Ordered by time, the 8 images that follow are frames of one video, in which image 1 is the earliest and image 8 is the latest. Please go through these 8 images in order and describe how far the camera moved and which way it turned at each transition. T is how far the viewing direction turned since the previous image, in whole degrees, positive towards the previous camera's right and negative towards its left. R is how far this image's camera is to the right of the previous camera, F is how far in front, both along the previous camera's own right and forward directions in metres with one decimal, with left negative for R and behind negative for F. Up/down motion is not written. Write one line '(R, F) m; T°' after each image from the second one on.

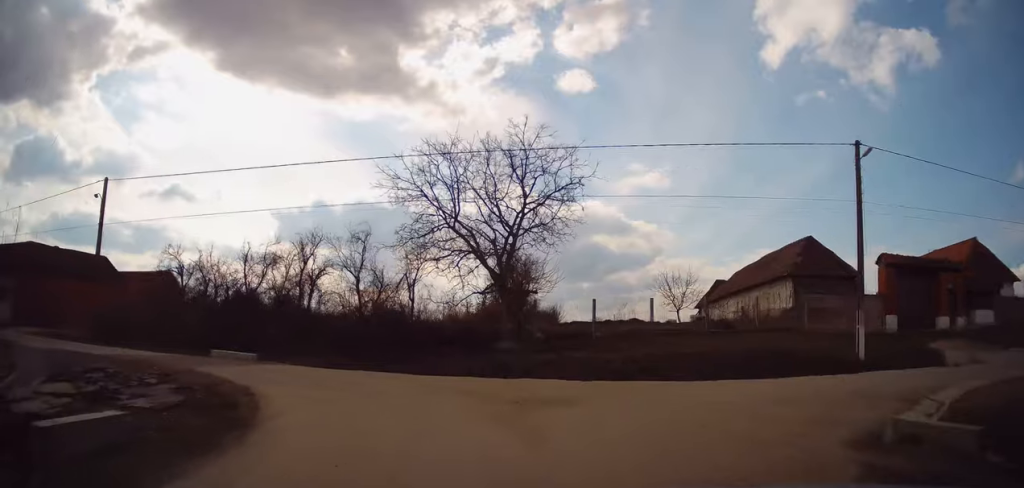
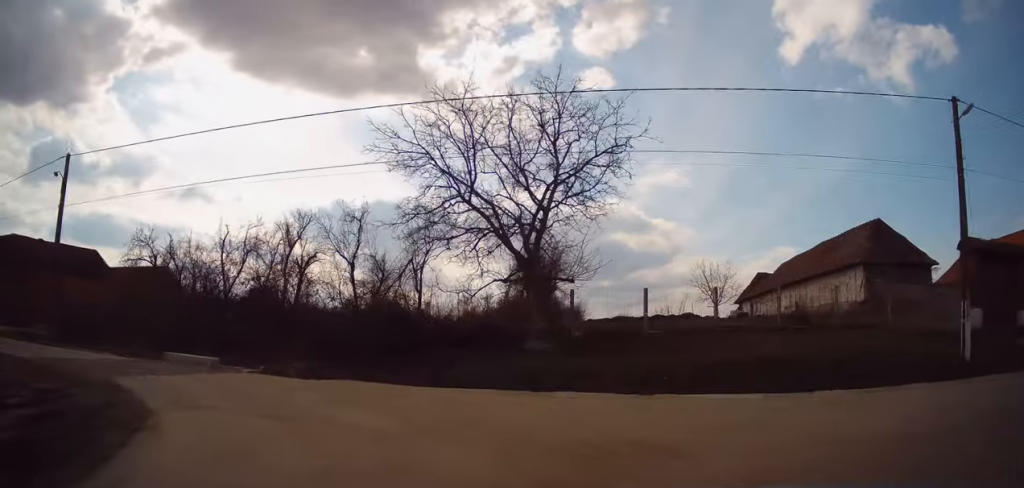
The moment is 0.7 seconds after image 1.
(+0.5, +5.9) m; -4°
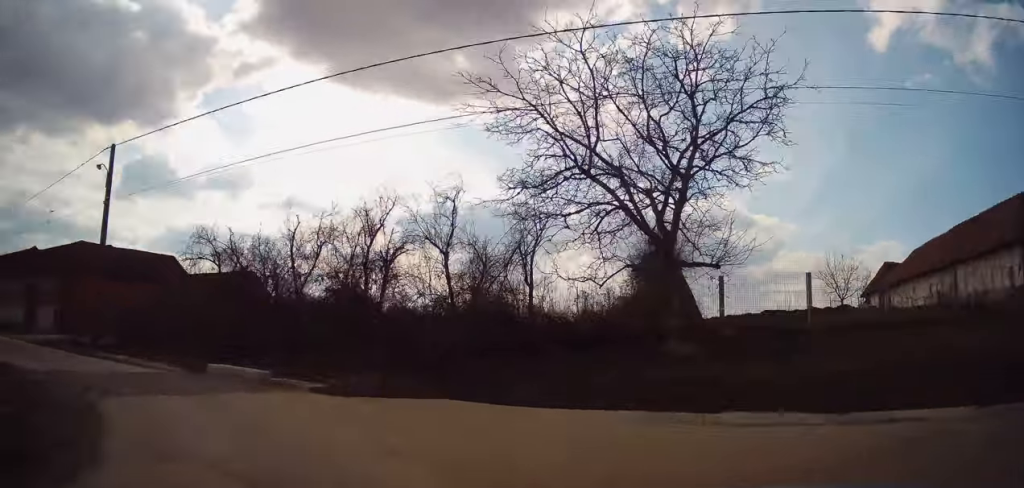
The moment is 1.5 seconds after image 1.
(-0.8, +4.3) m; -11°
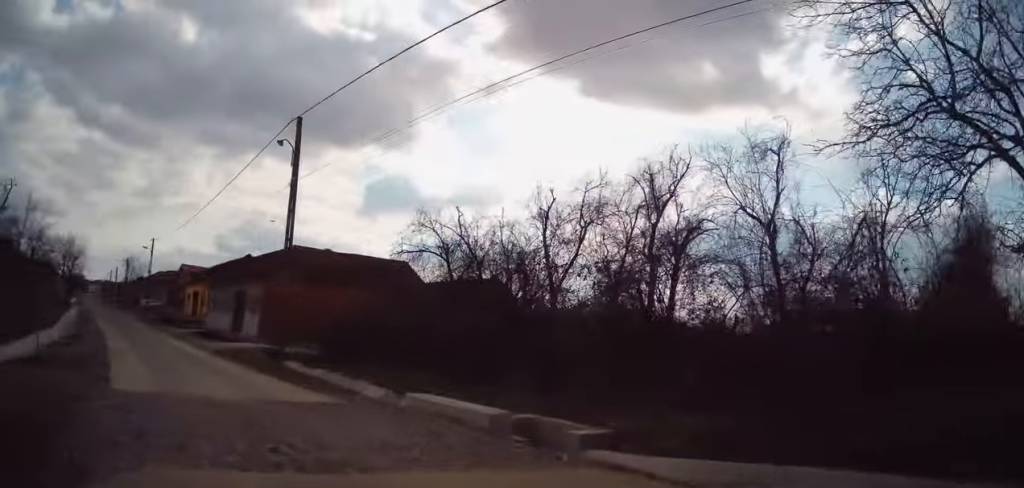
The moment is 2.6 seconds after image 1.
(-0.6, +5.3) m; -19°
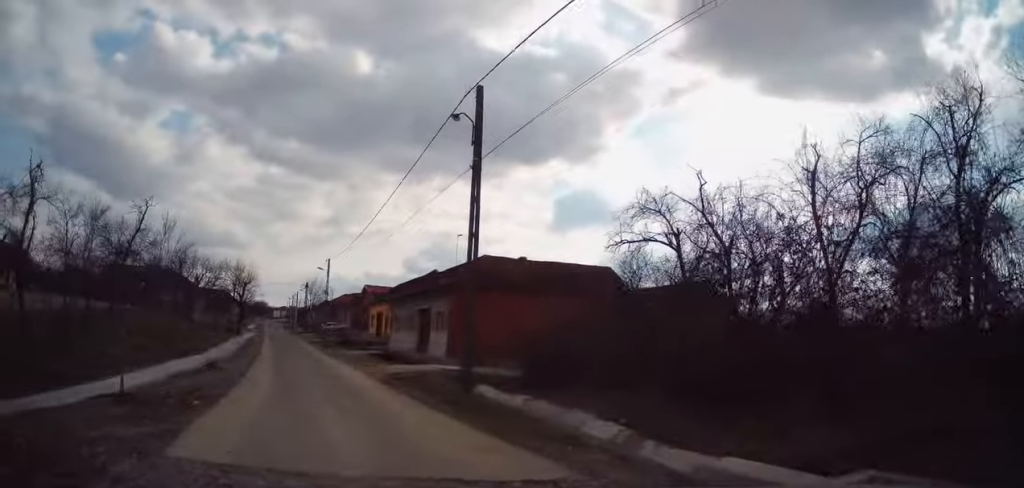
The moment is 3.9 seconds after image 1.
(-1.2, +4.1) m; -26°
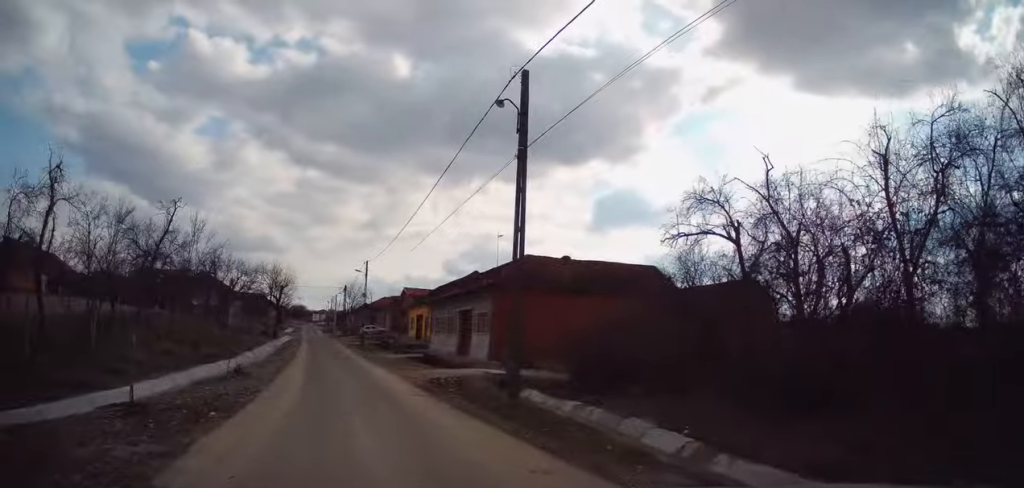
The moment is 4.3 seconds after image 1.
(-0.1, +1.1) m; -3°
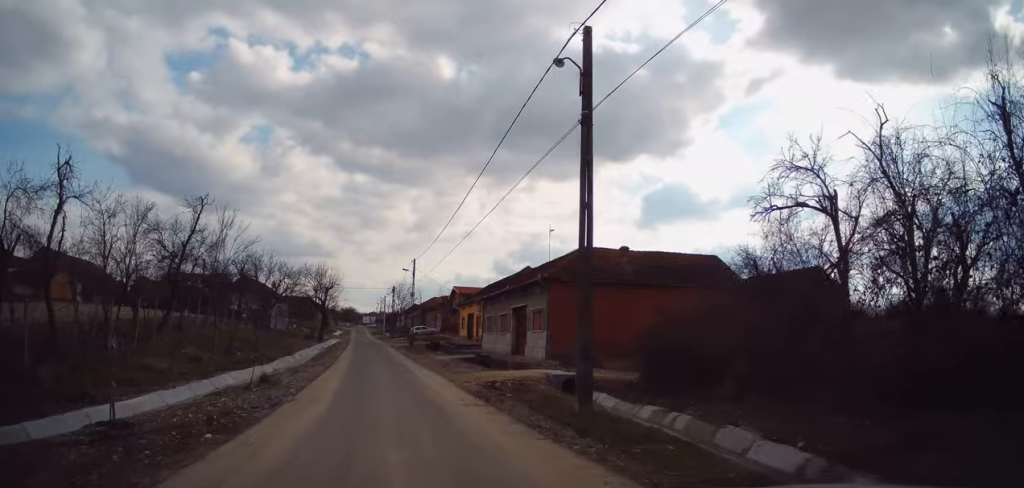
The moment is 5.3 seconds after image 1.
(-0.1, +2.5) m; -3°
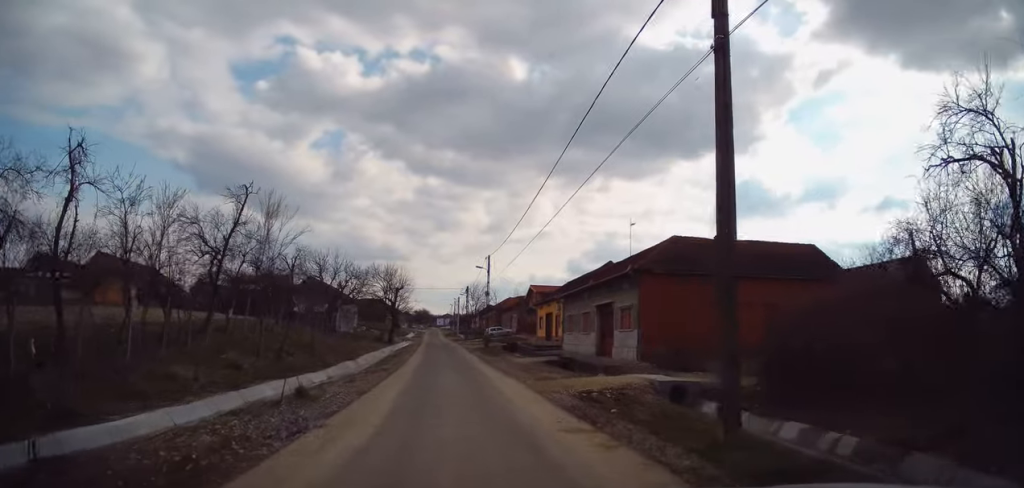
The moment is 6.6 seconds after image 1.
(0.0, +3.4) m; -7°
